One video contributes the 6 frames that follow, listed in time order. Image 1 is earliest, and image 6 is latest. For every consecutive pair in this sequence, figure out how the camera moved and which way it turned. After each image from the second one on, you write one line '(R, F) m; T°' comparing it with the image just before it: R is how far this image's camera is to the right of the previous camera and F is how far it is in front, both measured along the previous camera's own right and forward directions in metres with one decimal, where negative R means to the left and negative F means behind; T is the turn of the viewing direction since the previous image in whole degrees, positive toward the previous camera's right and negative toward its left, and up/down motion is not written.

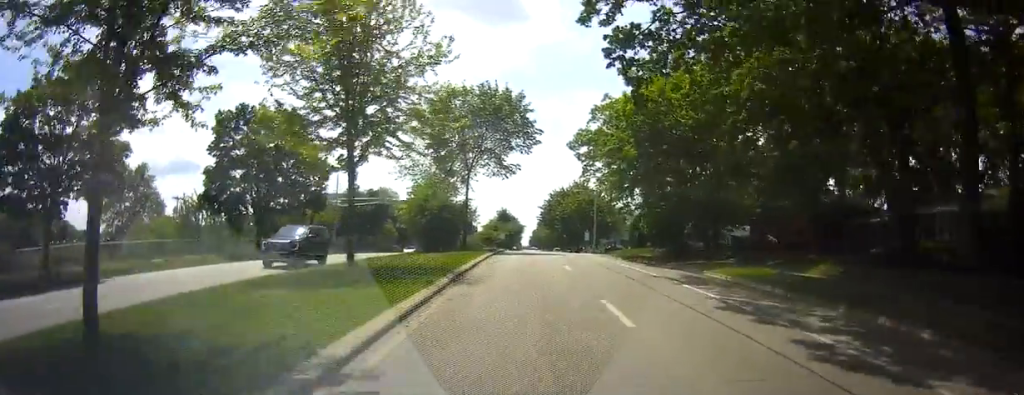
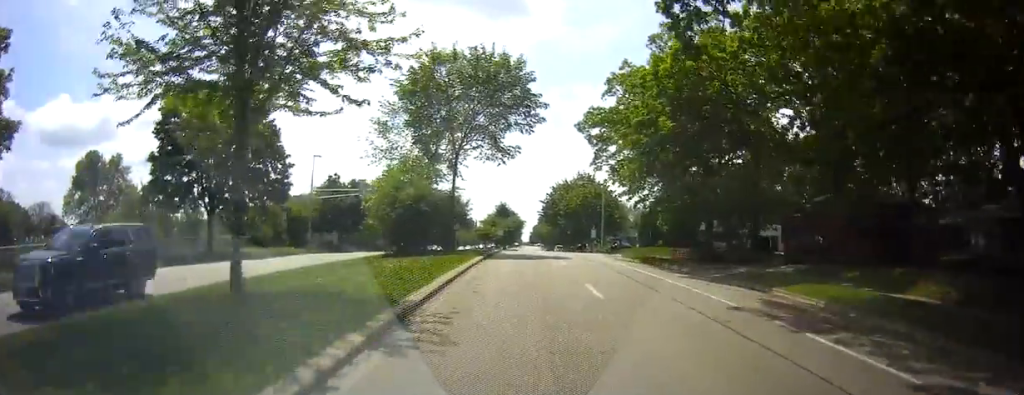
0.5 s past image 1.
(-0.1, +8.4) m; -1°
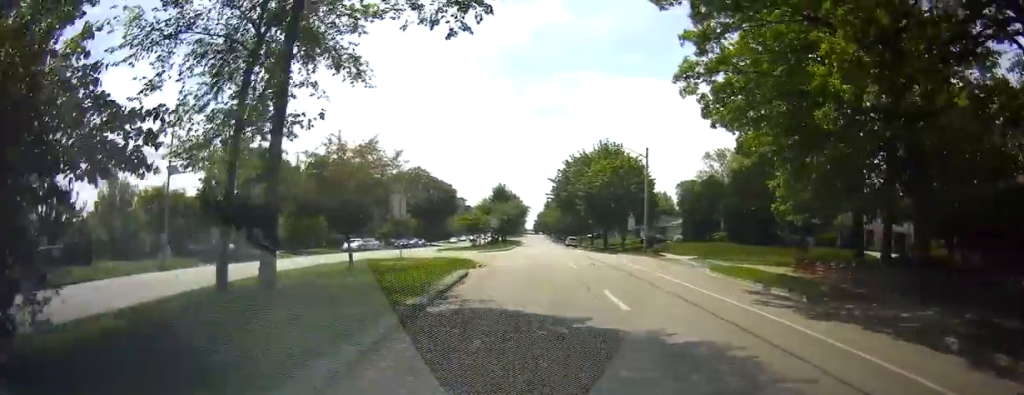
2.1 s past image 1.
(0.0, +26.6) m; -2°
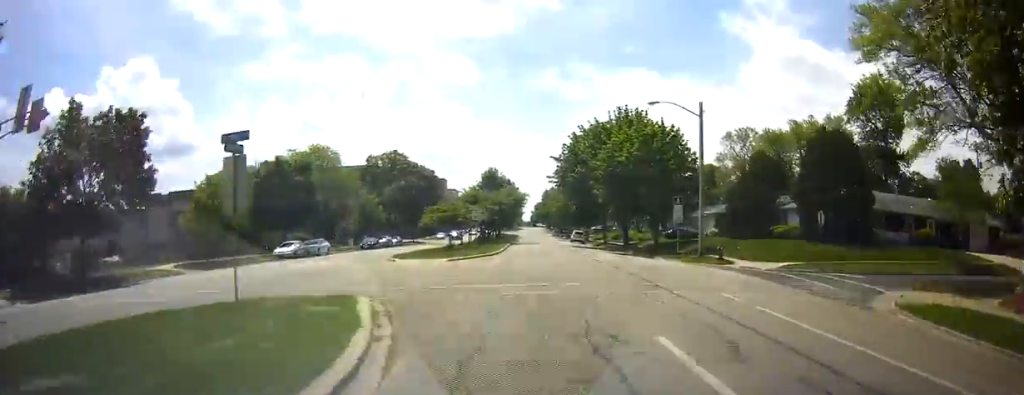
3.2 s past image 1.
(-0.6, +17.8) m; 0°
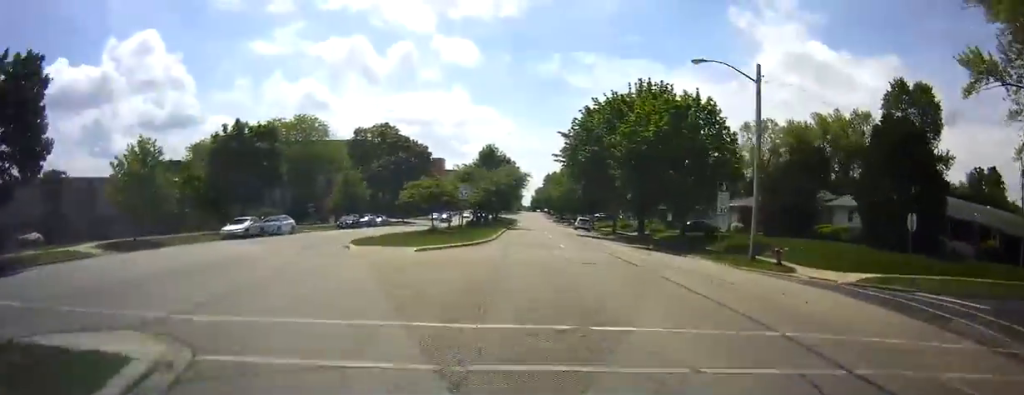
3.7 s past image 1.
(+0.2, +8.6) m; +1°
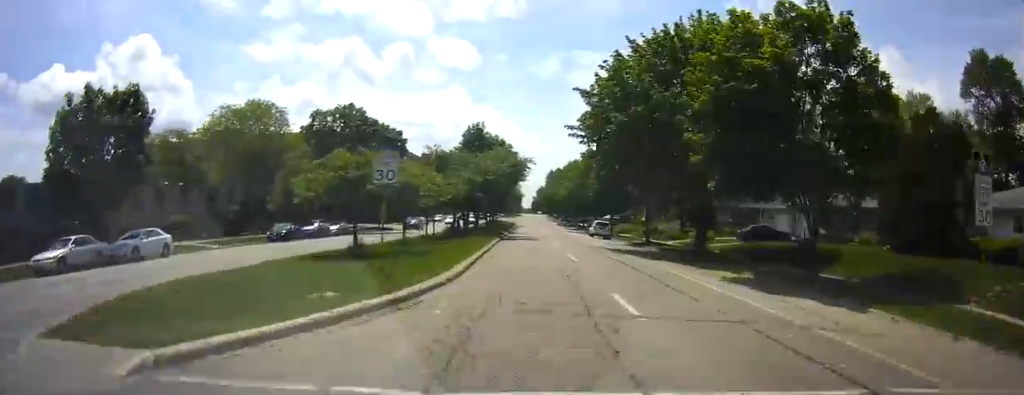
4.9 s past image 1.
(+0.4, +18.1) m; +1°
